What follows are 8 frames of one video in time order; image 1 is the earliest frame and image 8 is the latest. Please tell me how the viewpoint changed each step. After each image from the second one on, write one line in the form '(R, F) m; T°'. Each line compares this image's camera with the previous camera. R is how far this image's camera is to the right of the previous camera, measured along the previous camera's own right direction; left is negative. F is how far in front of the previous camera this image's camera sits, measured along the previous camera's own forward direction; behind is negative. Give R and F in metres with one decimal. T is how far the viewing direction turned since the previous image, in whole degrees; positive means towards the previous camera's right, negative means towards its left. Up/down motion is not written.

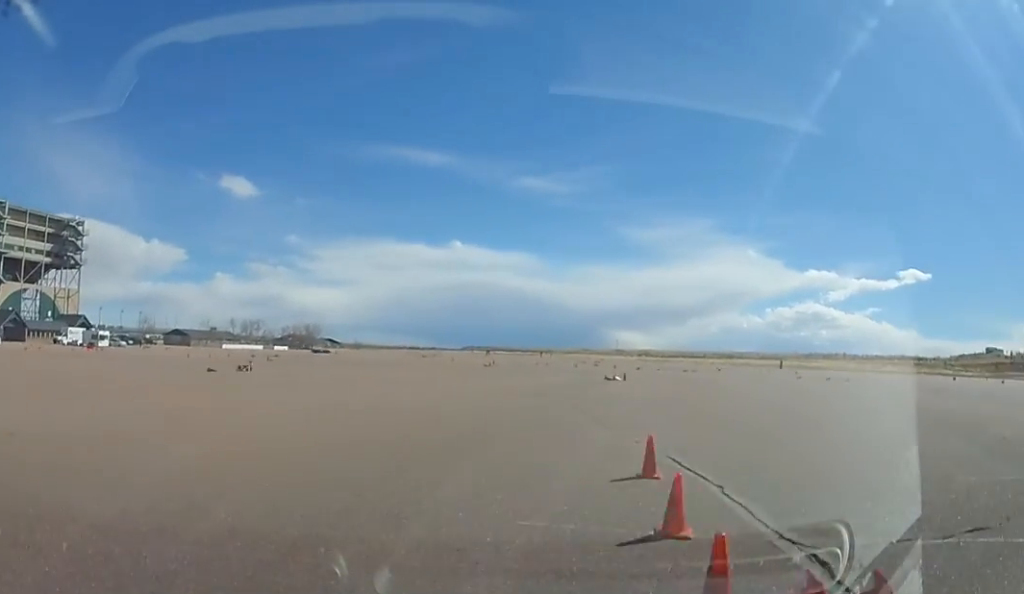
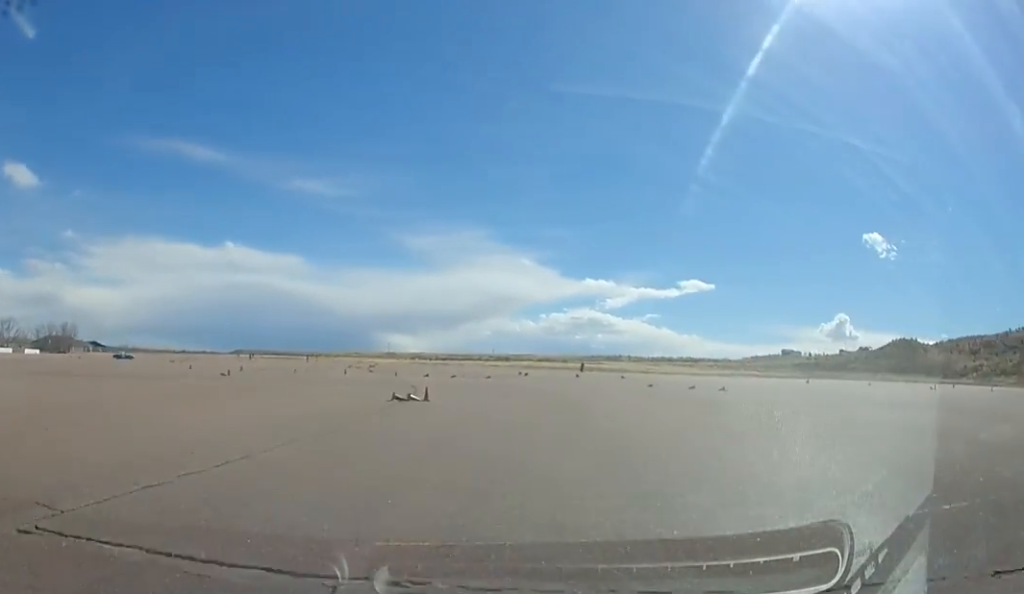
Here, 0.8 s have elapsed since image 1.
(+1.4, +14.1) m; +9°
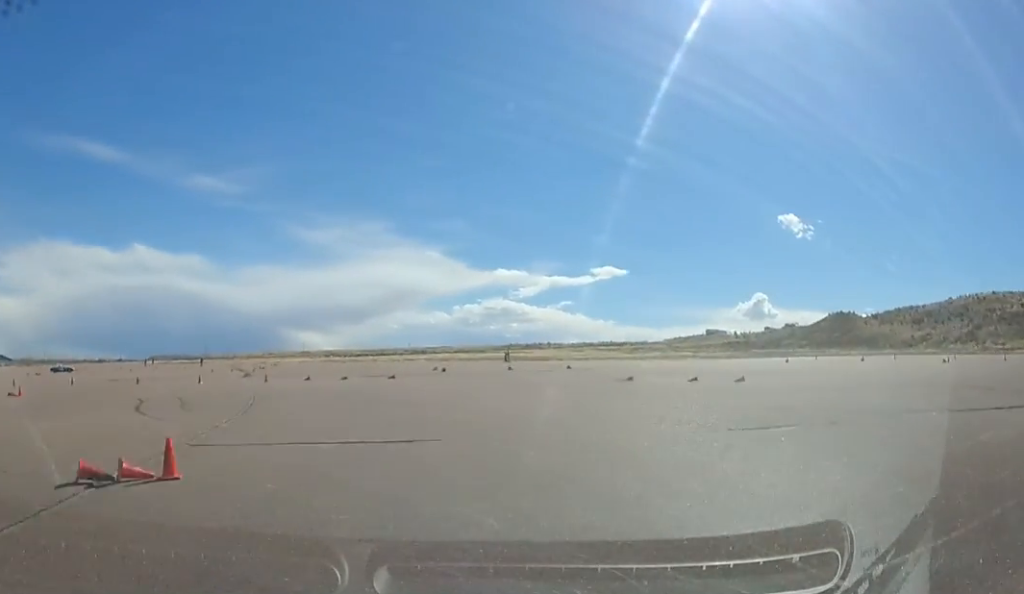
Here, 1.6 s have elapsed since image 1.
(+1.0, +12.4) m; +2°
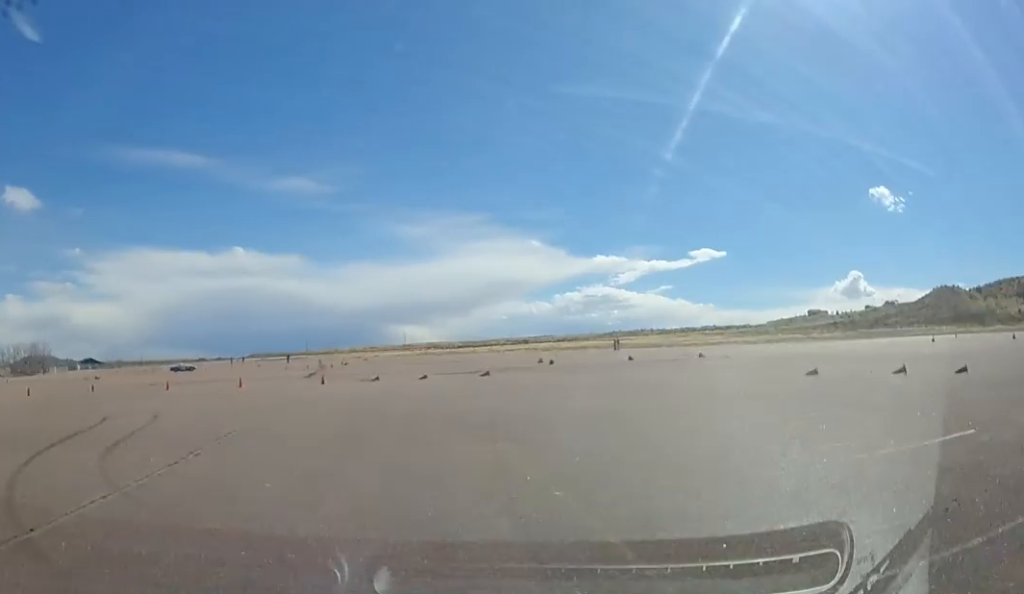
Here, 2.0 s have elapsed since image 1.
(+0.7, +7.3) m; -2°
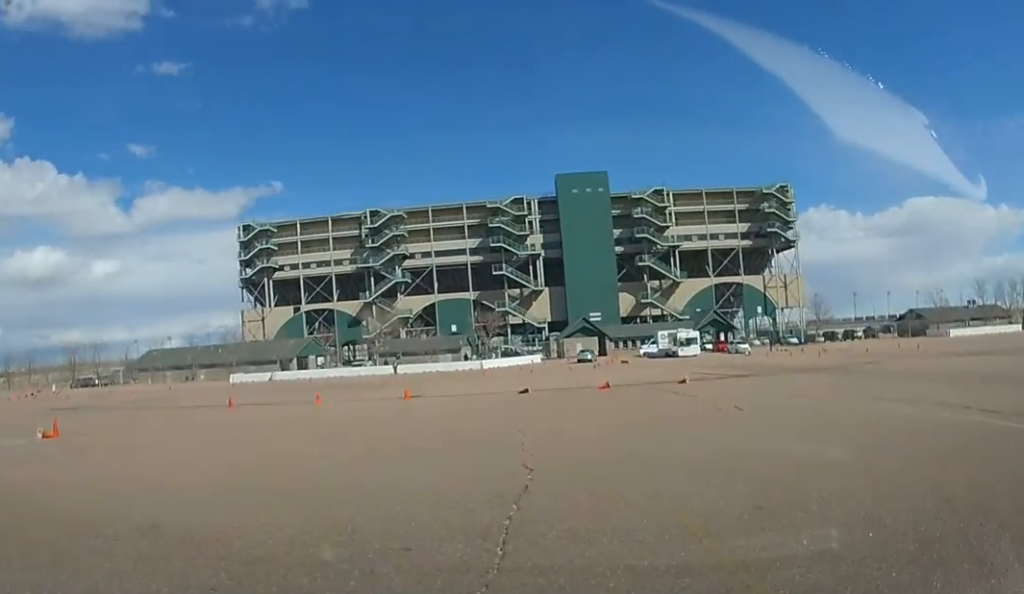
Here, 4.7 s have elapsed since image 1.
(-18.2, +23.9) m; -105°
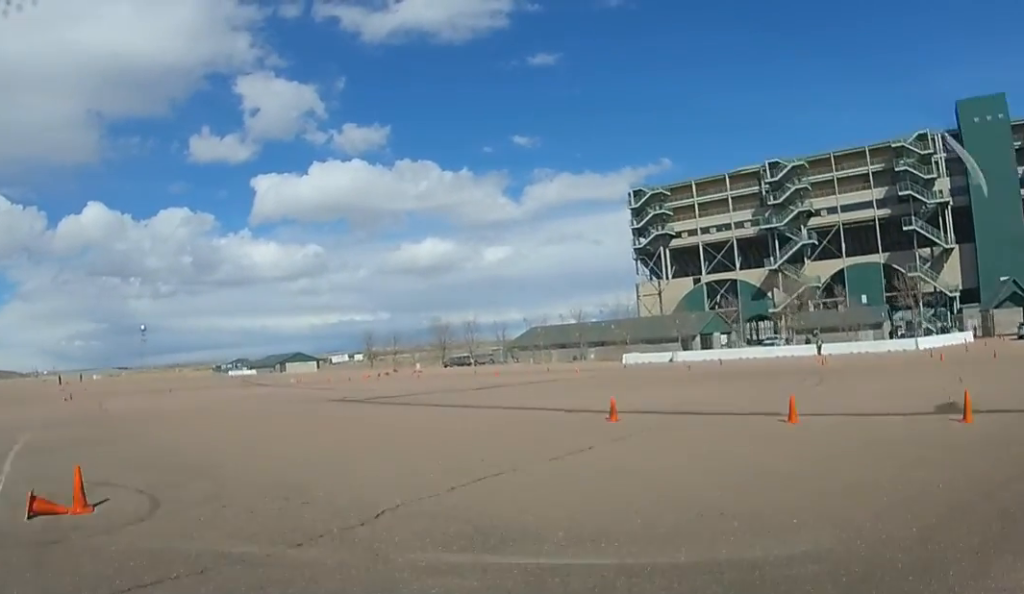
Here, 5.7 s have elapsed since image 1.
(-5.2, +8.9) m; -46°
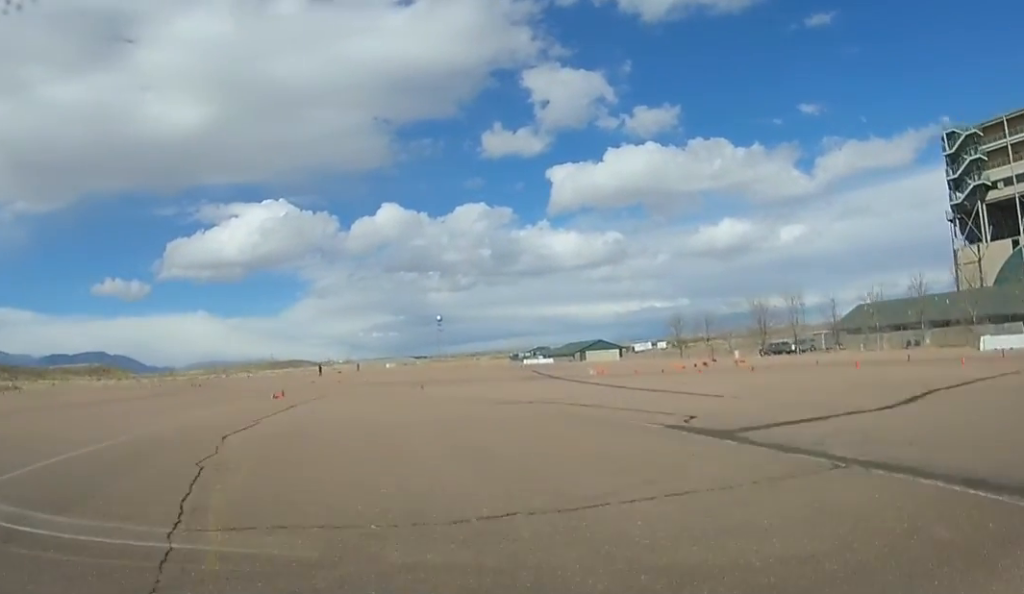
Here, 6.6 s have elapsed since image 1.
(-3.2, +11.4) m; -16°
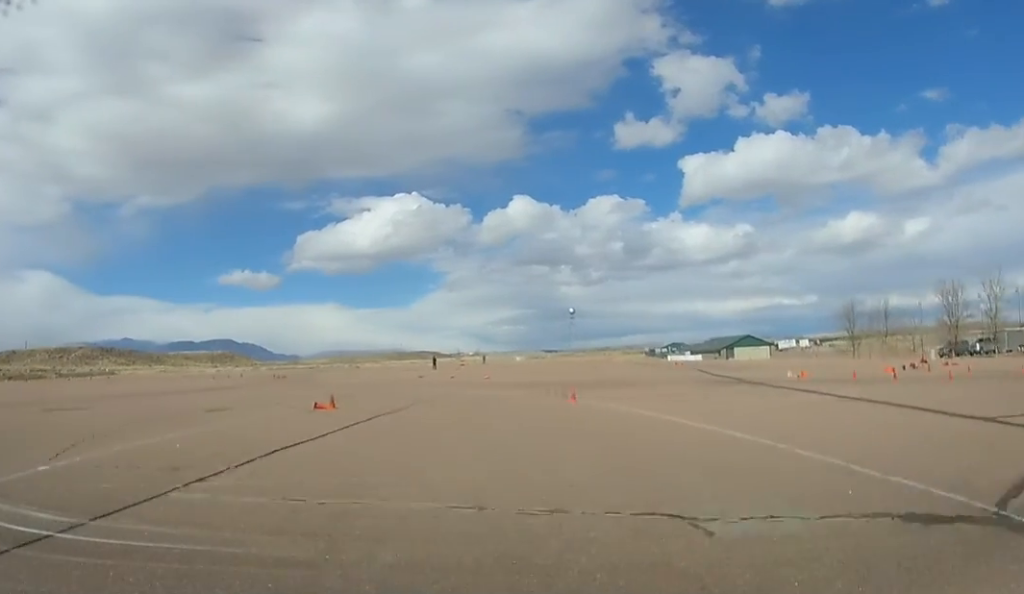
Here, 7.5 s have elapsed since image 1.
(0.0, +12.6) m; 0°
